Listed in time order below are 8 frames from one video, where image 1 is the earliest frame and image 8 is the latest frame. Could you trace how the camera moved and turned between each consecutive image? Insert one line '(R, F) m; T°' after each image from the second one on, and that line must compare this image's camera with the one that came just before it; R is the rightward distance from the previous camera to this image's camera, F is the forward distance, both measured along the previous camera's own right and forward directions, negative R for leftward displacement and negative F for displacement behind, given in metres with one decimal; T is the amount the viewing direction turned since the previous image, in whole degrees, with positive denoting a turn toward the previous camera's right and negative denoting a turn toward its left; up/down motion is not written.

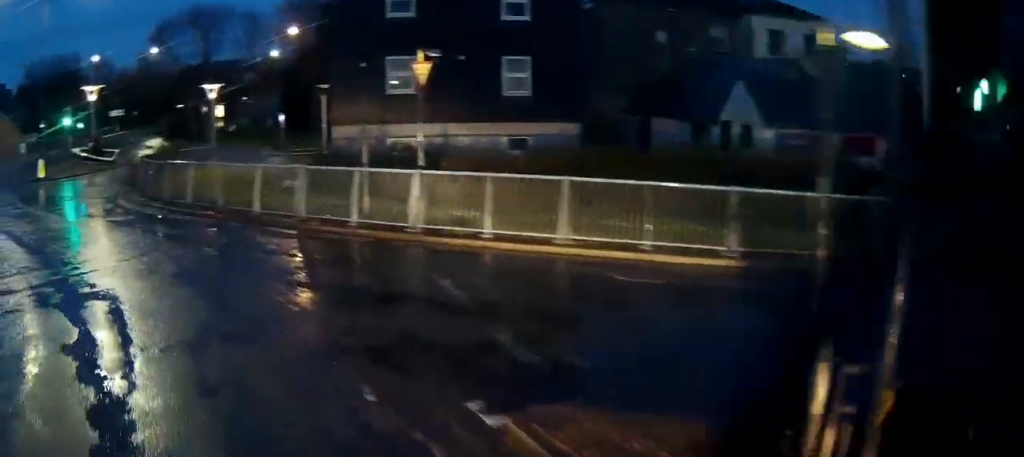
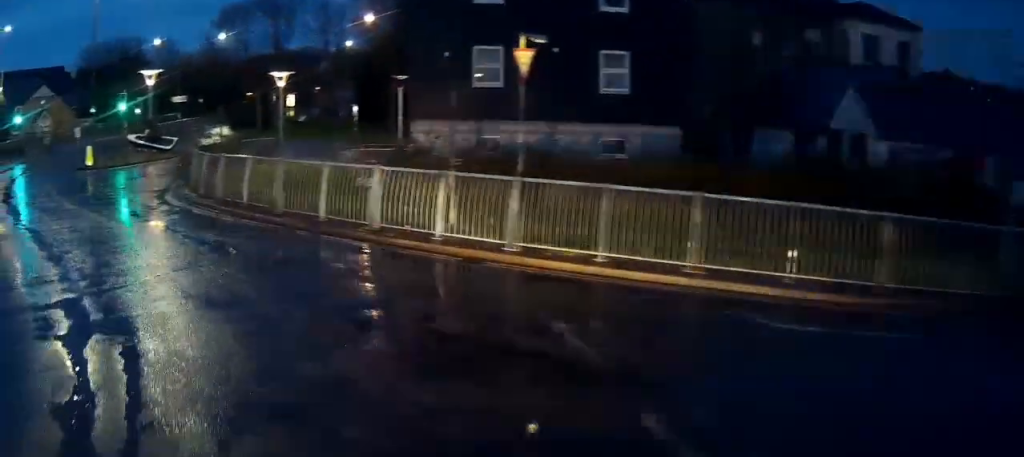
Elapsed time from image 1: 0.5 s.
(-0.1, +2.5) m; -6°
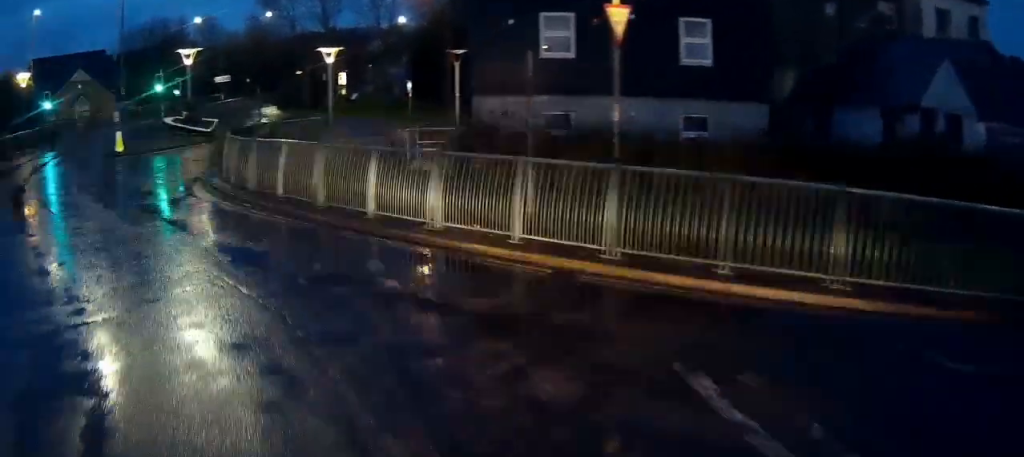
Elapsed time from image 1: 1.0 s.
(-0.1, +2.4) m; -8°
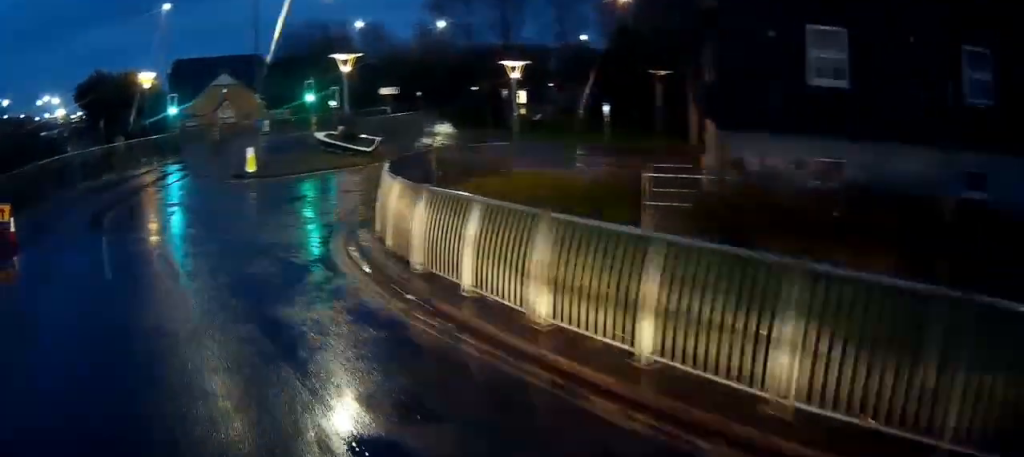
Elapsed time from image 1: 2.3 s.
(-0.9, +5.4) m; -19°
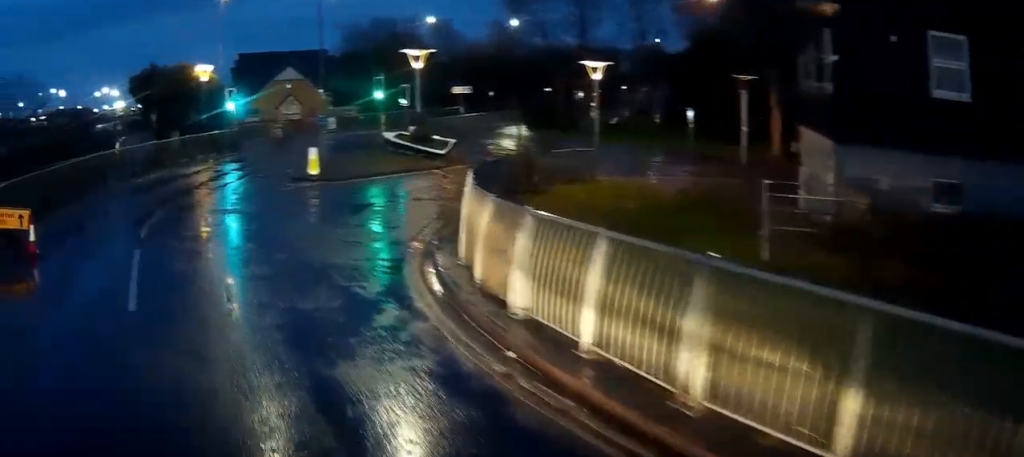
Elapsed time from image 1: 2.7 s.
(-0.2, +2.1) m; -6°
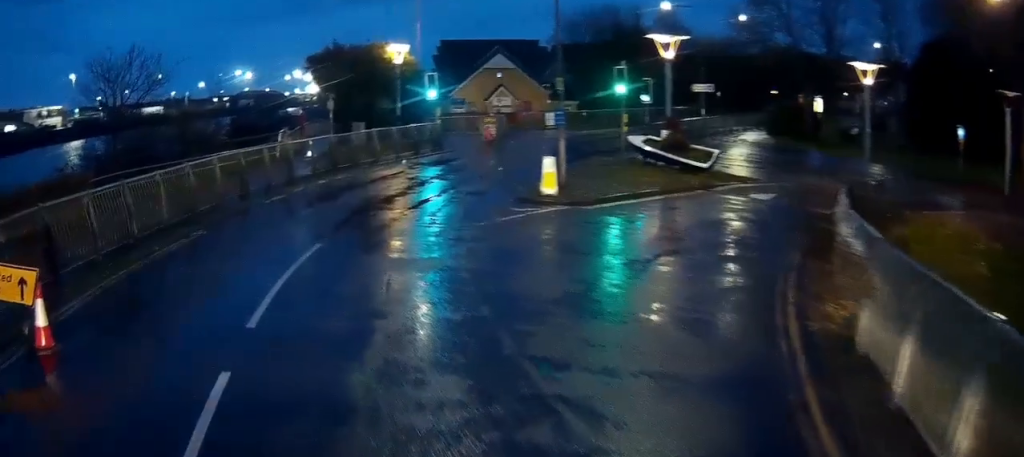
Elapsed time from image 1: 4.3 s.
(-1.0, +6.9) m; -16°
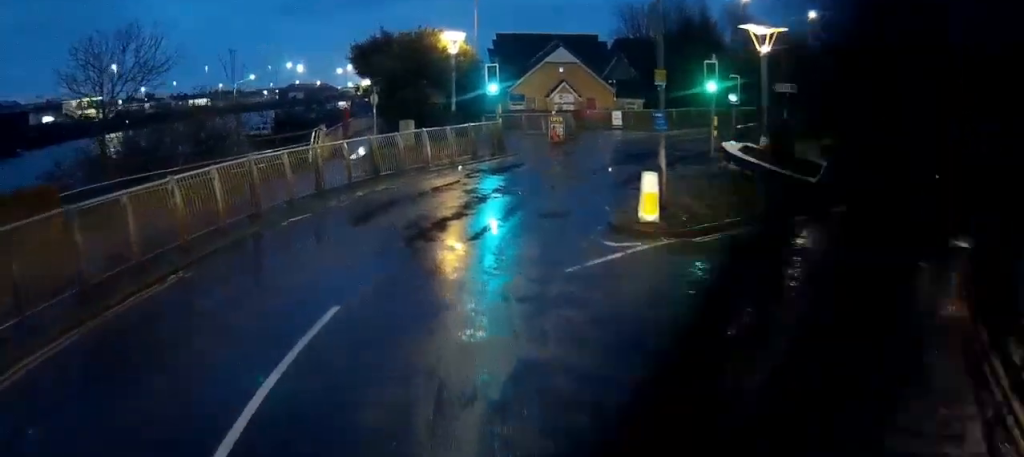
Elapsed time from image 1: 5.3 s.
(-0.3, +4.3) m; -7°
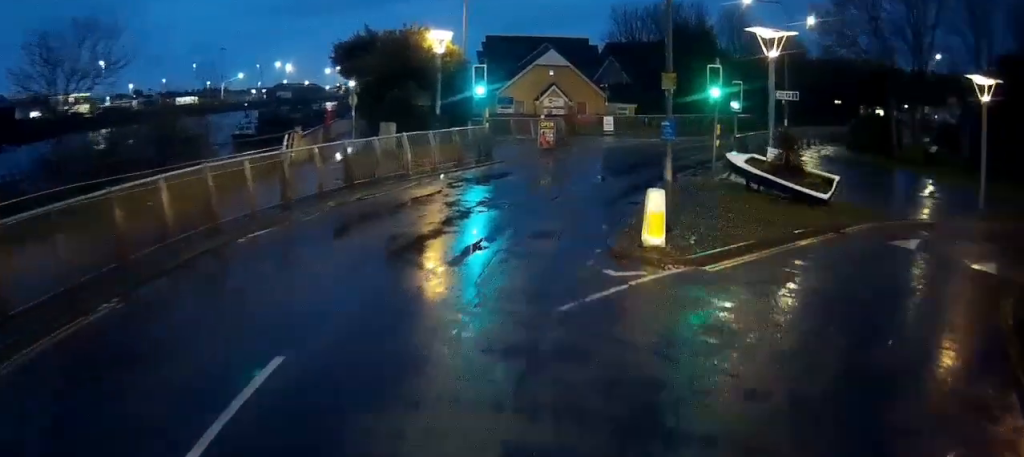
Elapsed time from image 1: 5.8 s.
(-0.1, +1.8) m; +2°
